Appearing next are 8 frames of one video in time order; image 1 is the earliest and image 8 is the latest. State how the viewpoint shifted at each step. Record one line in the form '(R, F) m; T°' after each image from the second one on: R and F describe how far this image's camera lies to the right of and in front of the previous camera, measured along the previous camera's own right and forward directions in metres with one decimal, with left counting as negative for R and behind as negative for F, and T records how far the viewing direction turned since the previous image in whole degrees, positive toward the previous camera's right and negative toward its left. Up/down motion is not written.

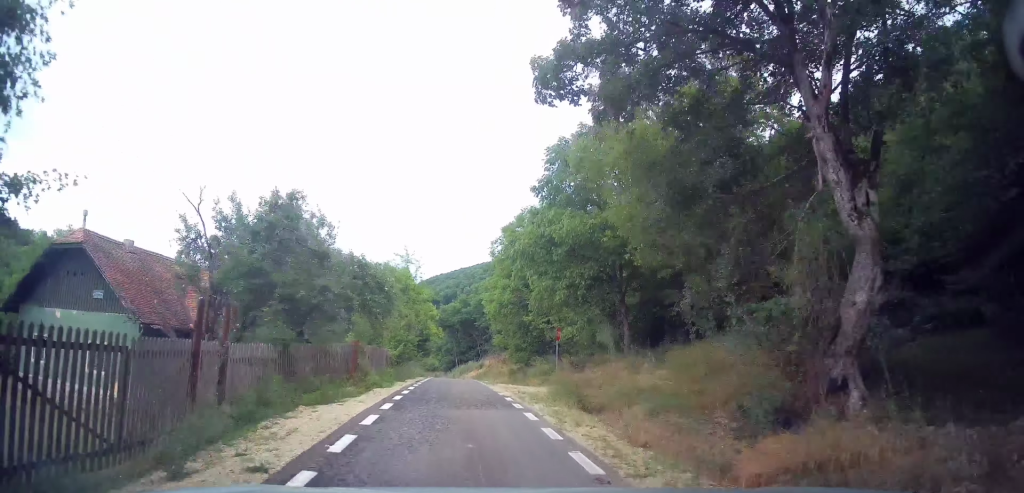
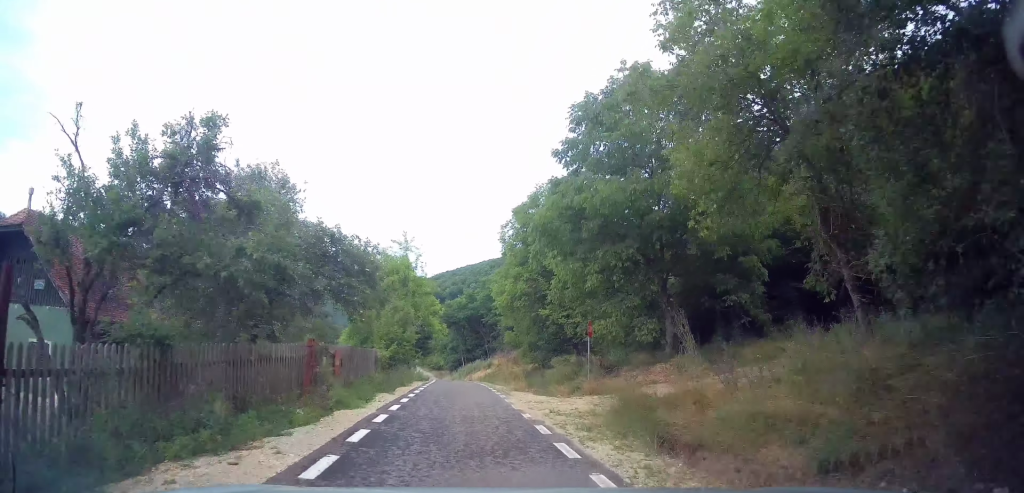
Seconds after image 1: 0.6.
(-0.1, +5.0) m; -1°
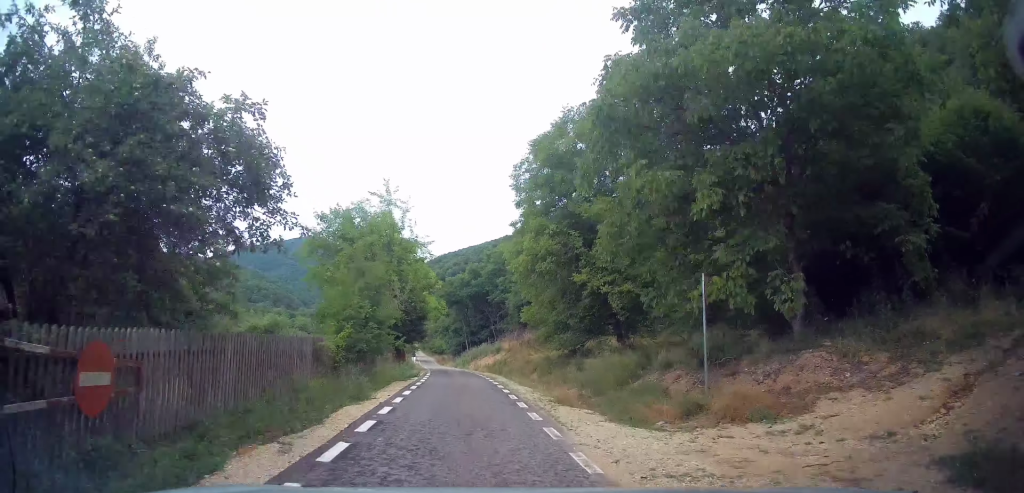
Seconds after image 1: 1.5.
(-0.3, +8.9) m; -1°
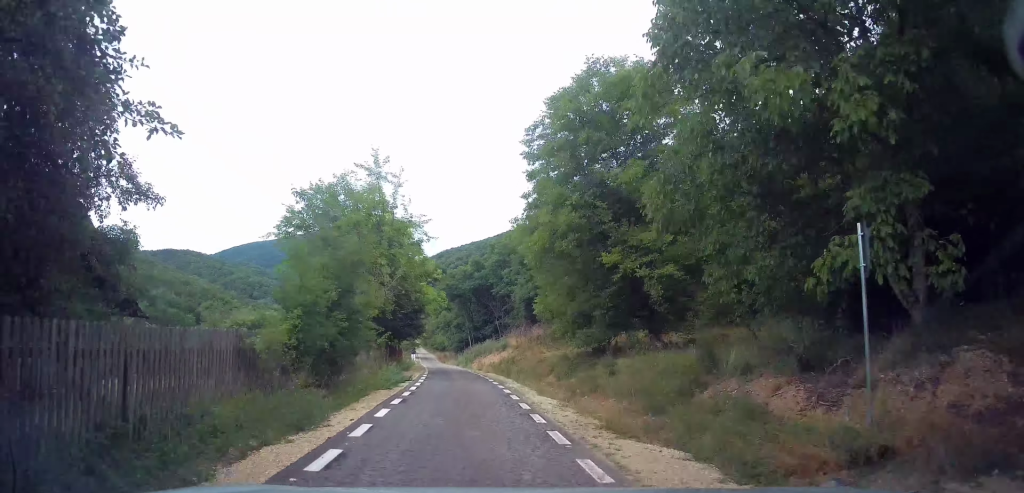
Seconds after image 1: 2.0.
(+0.2, +4.2) m; -1°
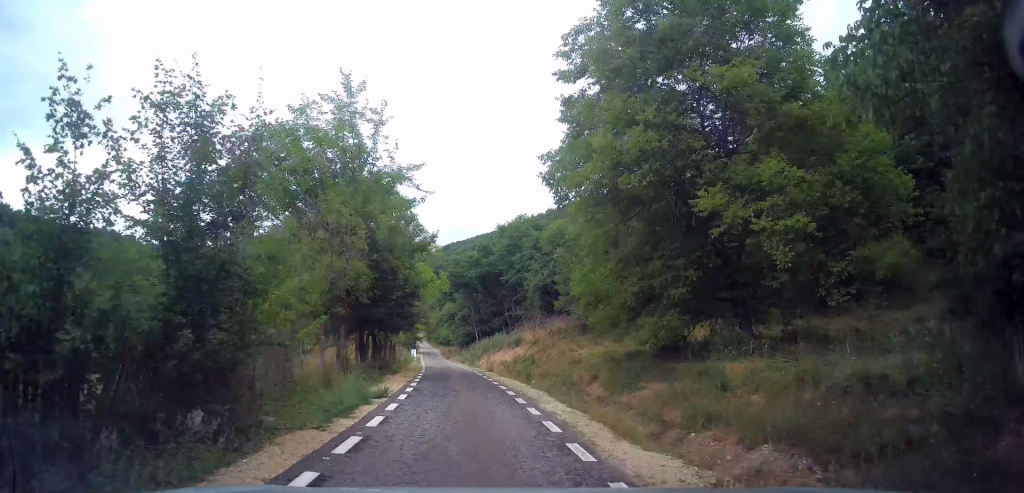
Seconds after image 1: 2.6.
(-0.1, +6.6) m; -1°
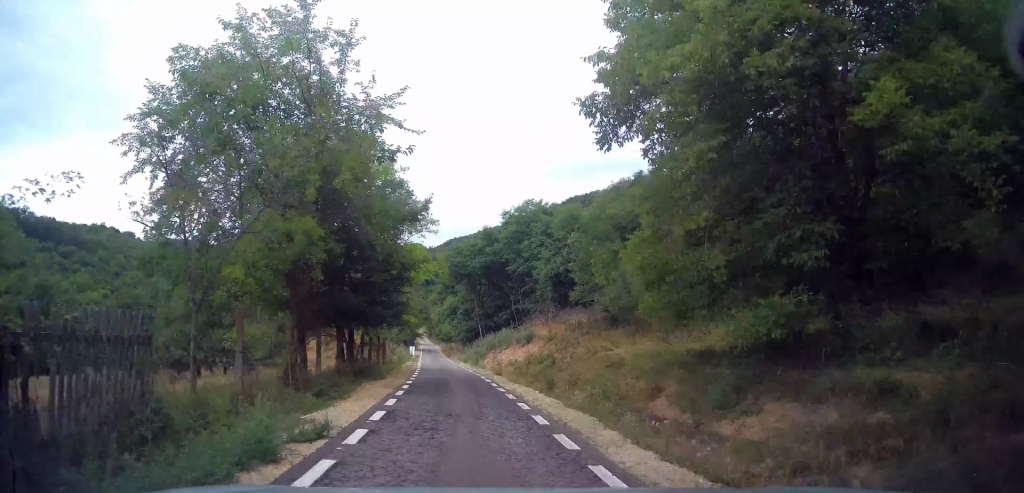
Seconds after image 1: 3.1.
(-0.3, +4.7) m; 0°
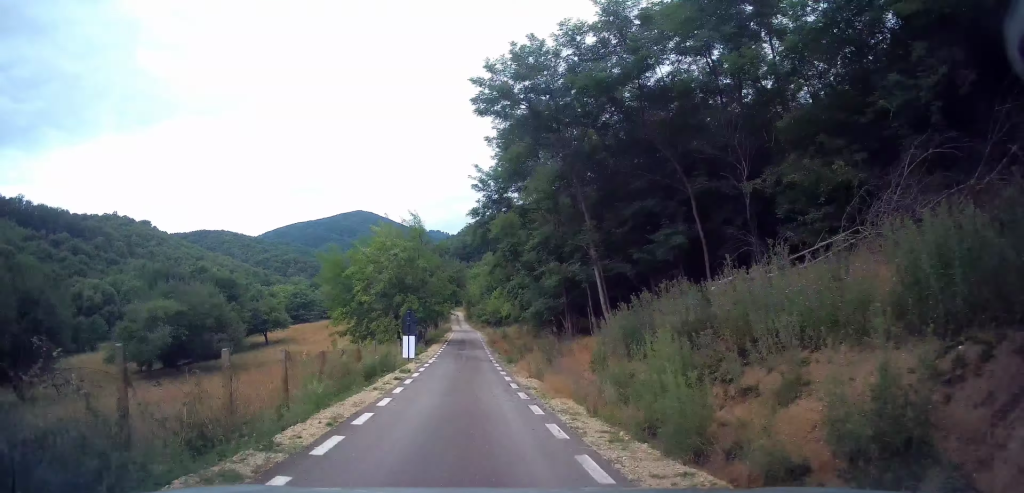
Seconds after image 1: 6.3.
(+0.2, +36.5) m; -3°
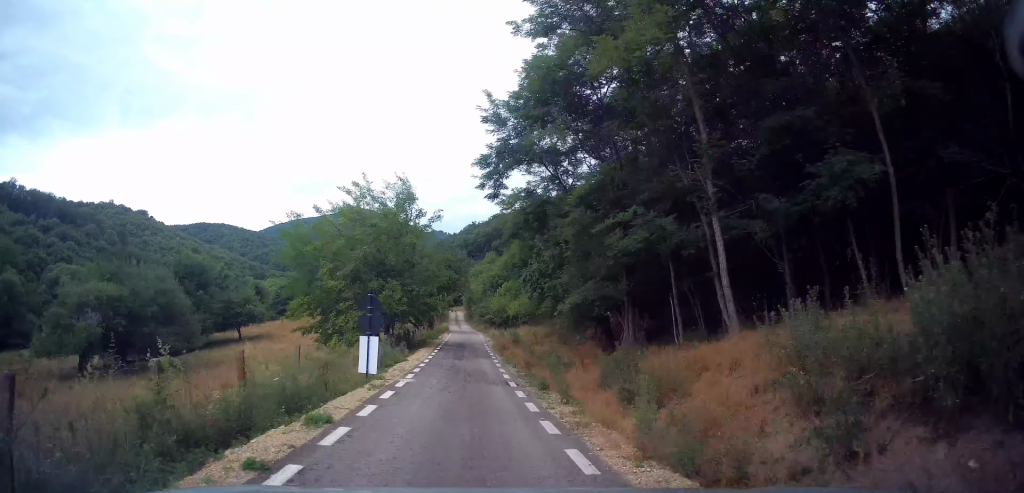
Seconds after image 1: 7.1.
(-0.7, +9.3) m; -3°
